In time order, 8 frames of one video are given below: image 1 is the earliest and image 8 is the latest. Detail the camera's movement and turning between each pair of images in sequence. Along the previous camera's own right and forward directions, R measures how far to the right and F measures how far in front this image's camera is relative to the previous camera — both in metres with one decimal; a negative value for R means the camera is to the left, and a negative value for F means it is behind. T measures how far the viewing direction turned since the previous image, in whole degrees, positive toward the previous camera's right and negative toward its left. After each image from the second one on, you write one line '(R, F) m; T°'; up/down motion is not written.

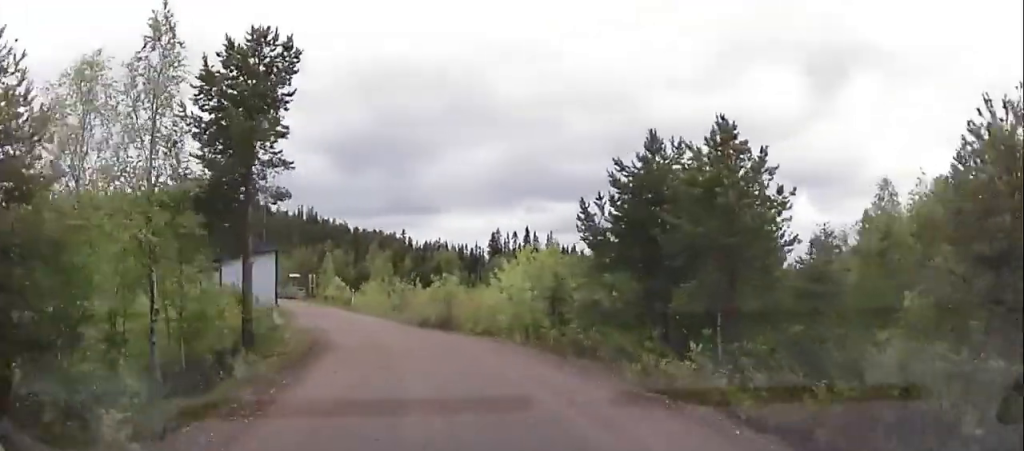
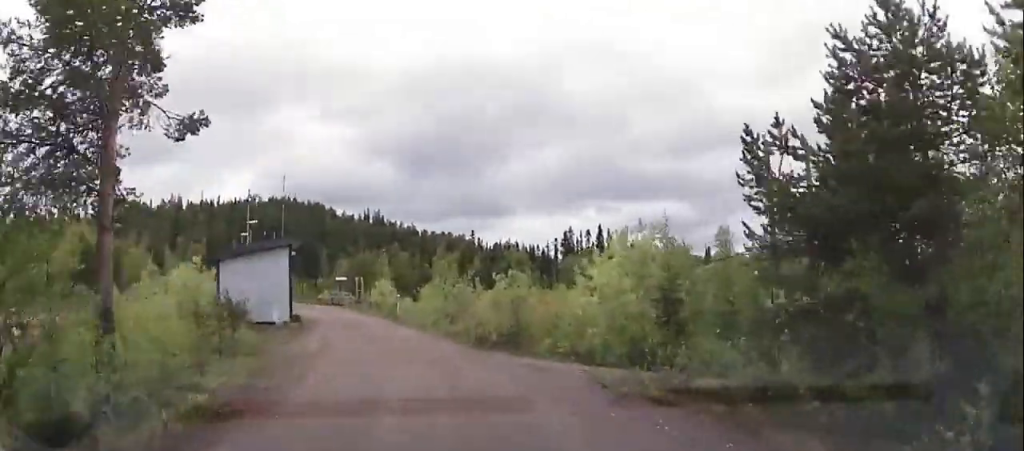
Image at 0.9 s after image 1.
(-0.5, +8.3) m; -8°
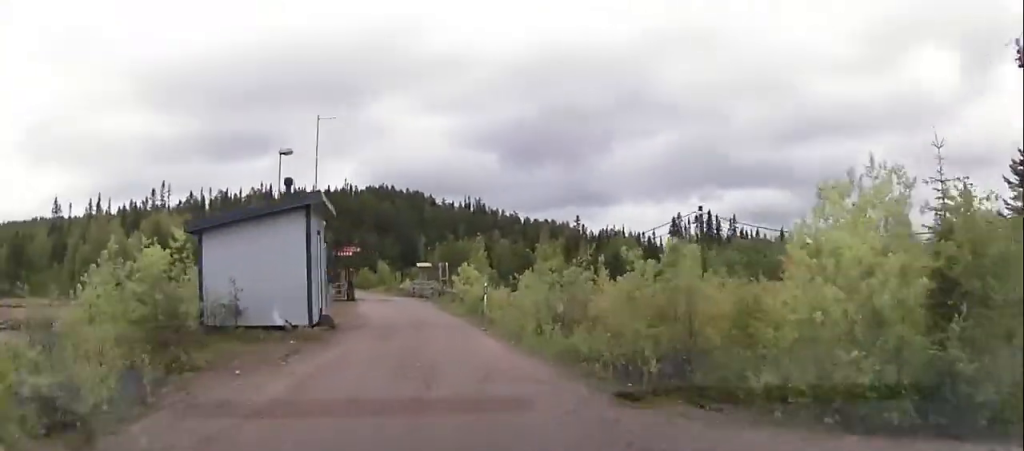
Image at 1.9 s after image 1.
(-0.8, +9.6) m; -7°
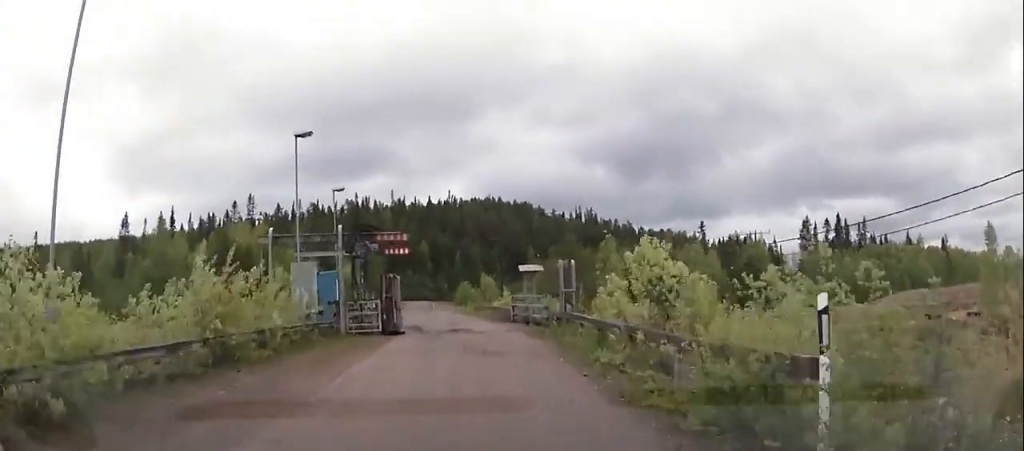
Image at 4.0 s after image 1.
(-1.2, +18.5) m; -7°
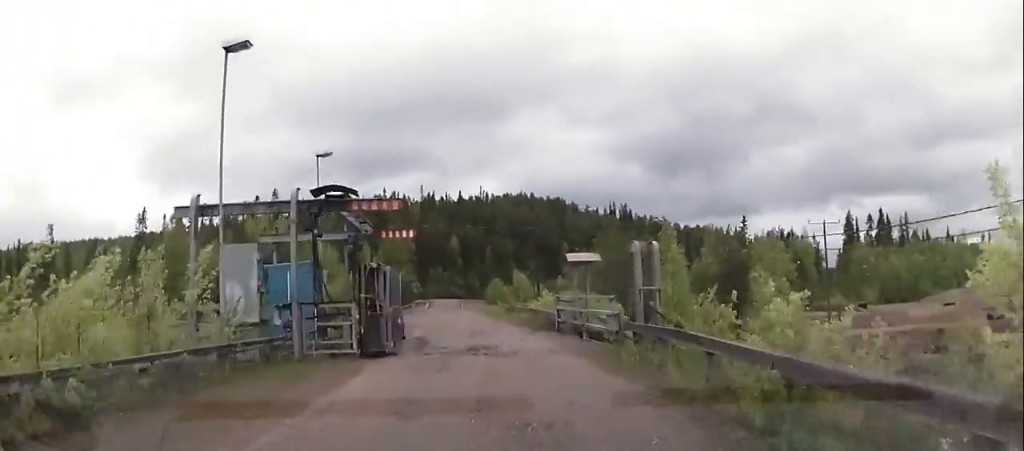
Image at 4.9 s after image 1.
(-0.2, +7.5) m; -1°
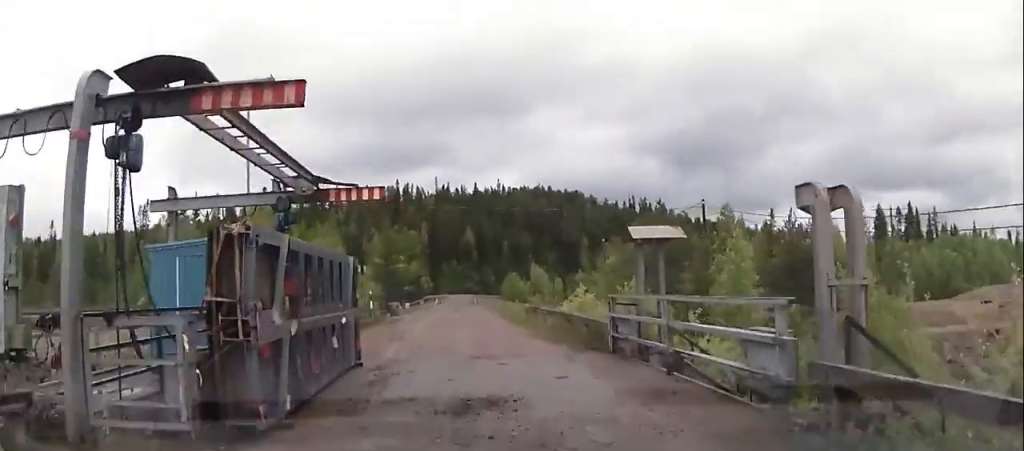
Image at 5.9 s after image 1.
(+0.1, +7.8) m; -2°
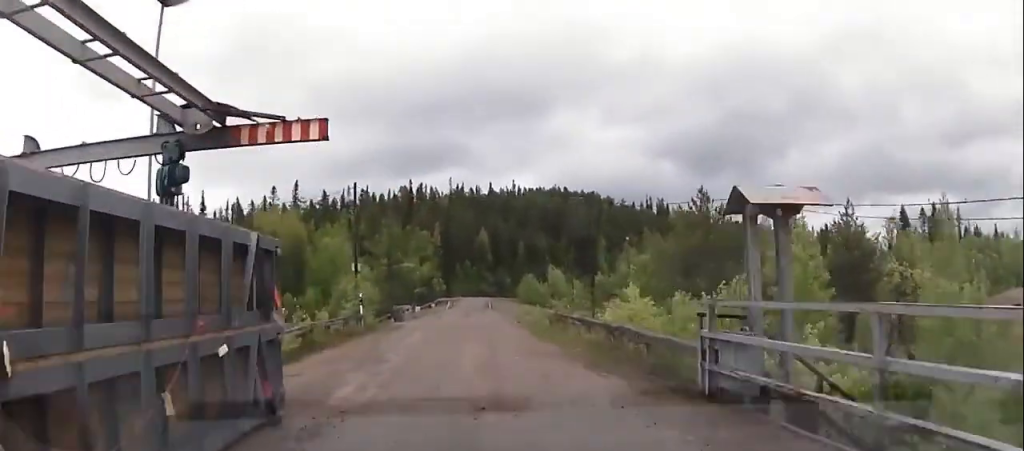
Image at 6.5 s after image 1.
(+0.2, +5.3) m; -5°
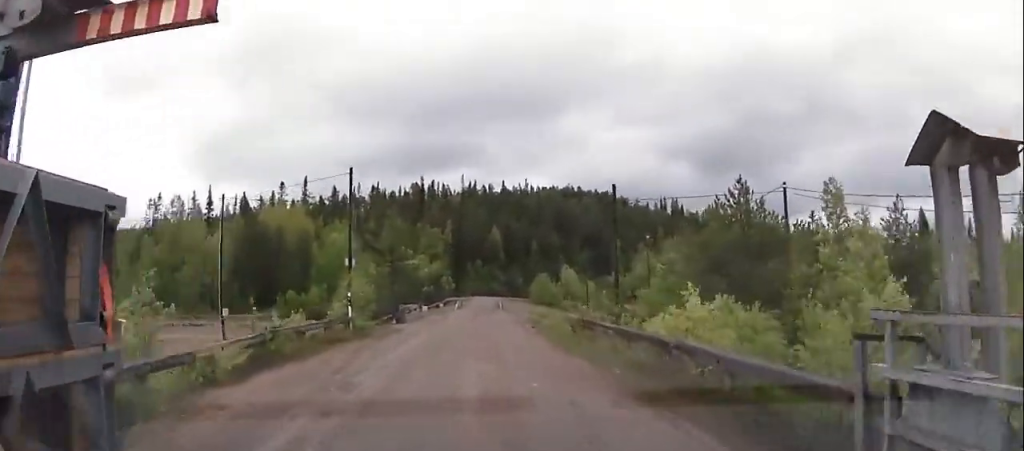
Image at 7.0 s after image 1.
(-0.5, +3.6) m; -2°
